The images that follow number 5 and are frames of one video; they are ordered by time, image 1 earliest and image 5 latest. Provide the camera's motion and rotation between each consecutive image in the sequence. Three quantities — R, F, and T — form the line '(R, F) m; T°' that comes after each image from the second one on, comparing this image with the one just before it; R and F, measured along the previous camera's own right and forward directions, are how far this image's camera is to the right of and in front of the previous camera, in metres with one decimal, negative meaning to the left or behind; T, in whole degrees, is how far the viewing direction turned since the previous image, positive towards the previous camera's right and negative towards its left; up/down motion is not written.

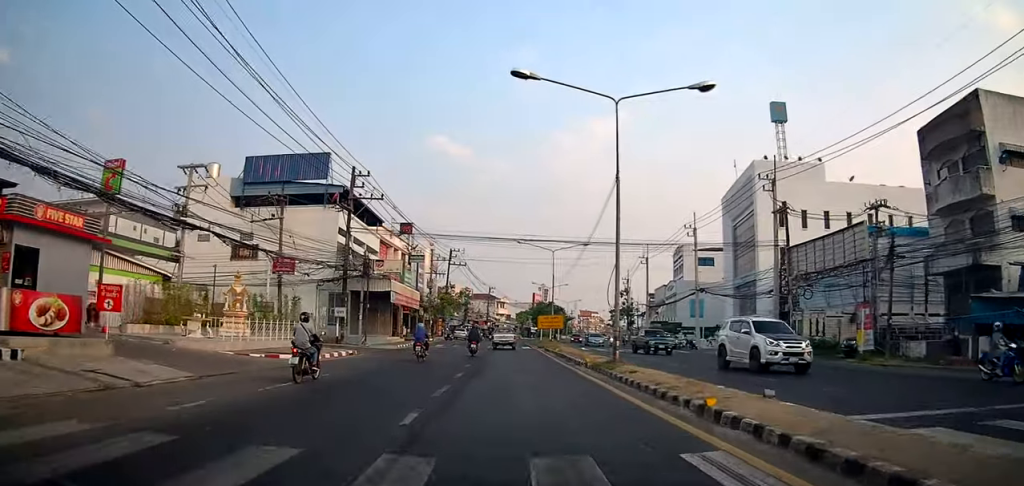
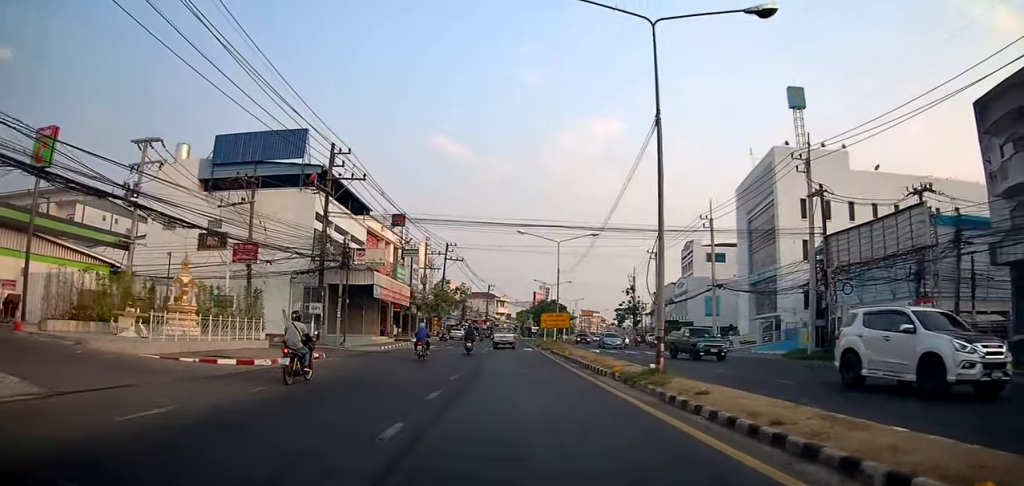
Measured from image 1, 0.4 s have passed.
(+0.1, +5.2) m; -1°
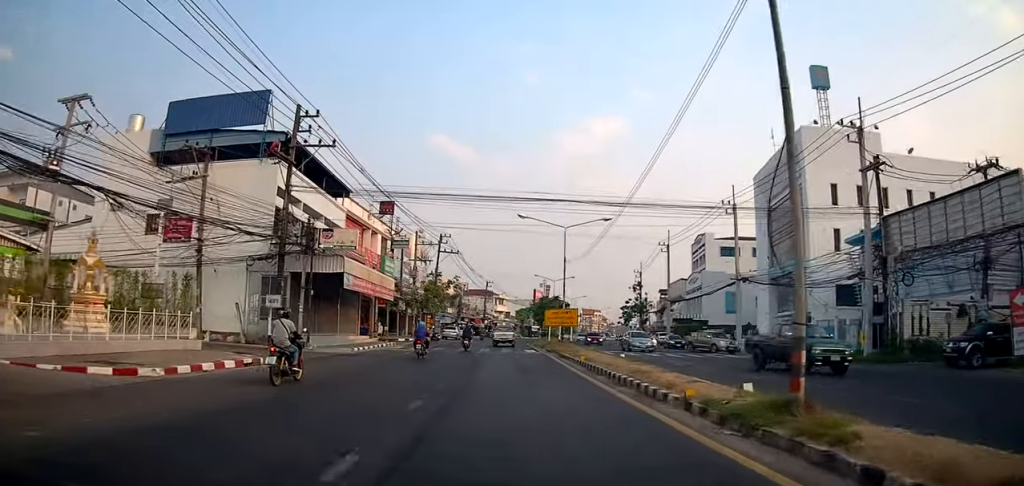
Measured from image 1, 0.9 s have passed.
(-0.1, +6.3) m; -1°
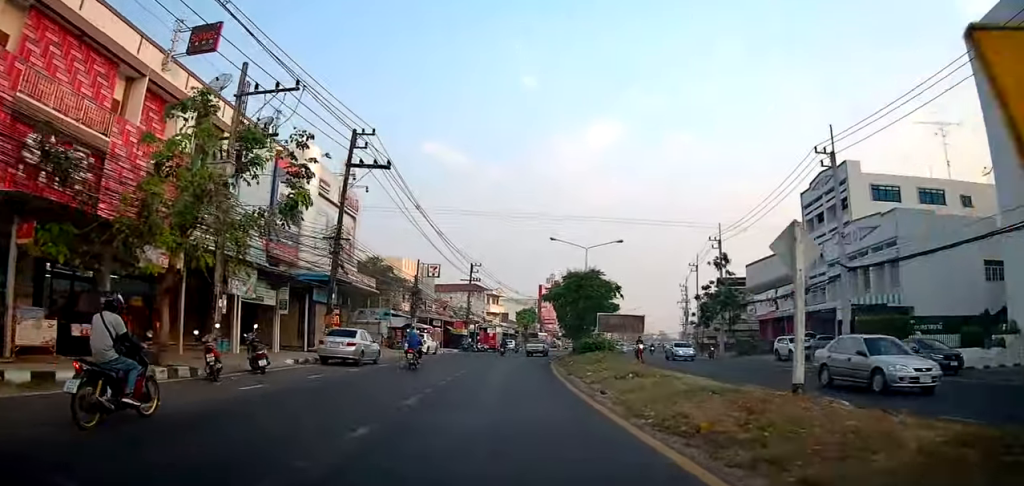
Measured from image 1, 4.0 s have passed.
(+0.1, +38.9) m; +3°
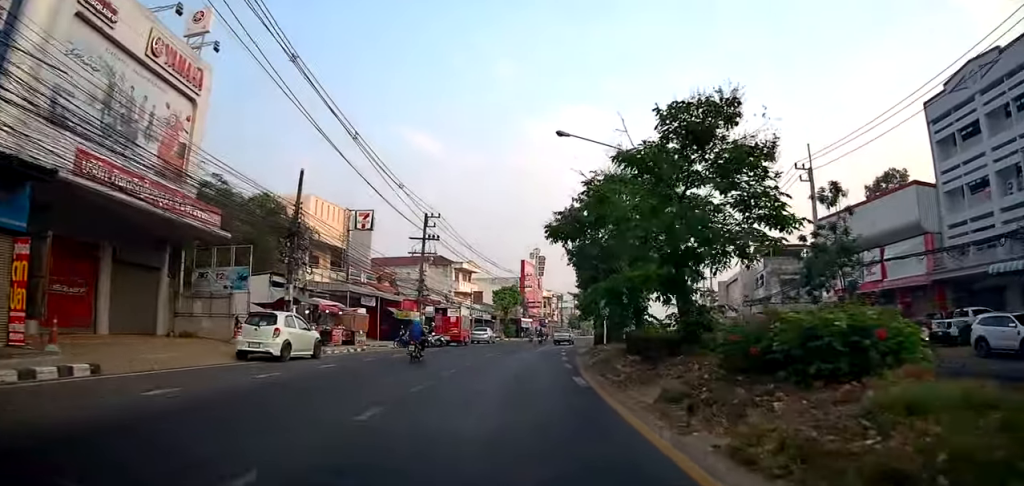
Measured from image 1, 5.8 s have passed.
(+1.1, +23.4) m; +3°
